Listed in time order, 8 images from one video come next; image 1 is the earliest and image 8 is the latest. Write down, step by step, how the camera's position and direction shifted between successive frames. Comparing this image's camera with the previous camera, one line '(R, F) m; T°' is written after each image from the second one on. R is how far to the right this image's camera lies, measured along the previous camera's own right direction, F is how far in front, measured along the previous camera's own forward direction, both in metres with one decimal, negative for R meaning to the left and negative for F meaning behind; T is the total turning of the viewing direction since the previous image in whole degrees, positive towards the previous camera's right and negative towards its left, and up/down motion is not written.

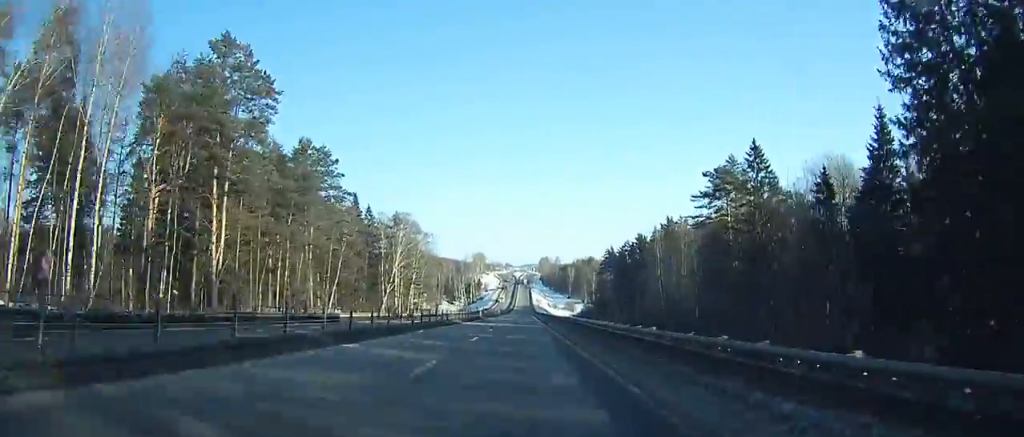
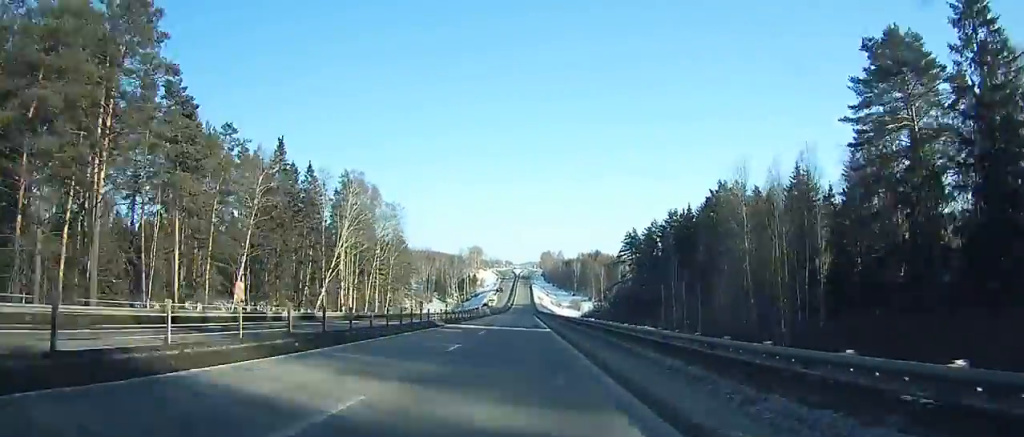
(0.0, +42.2) m; 0°
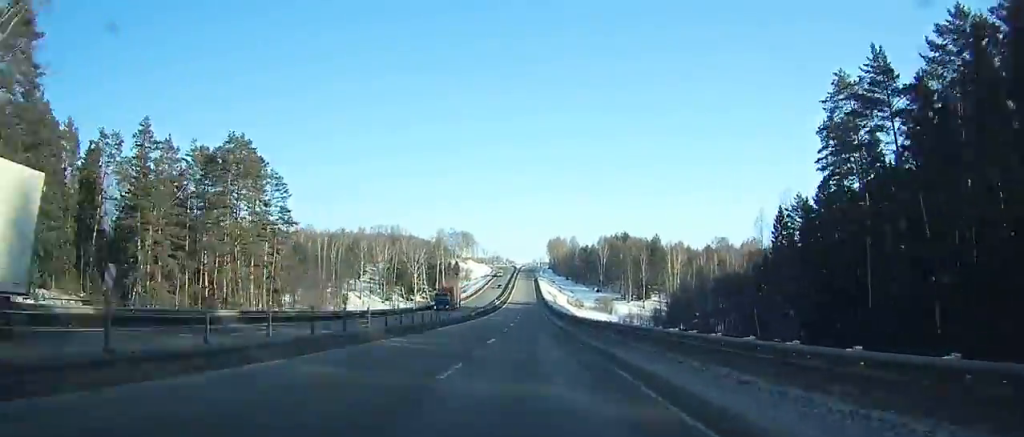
(+0.4, +114.6) m; +1°
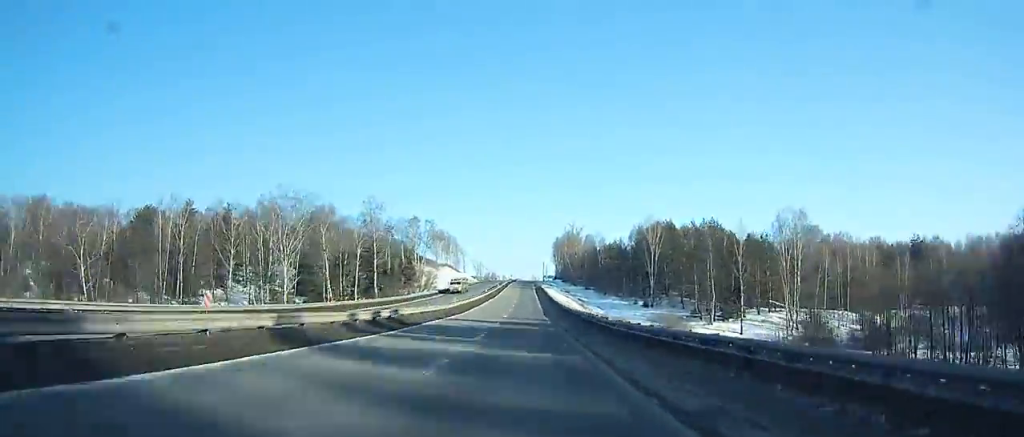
(+0.1, +105.2) m; 0°
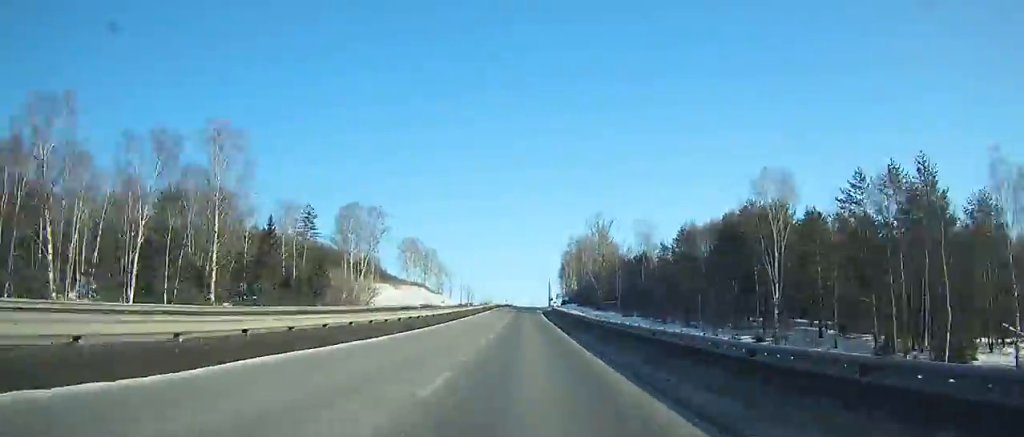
(0.0, +72.3) m; 0°
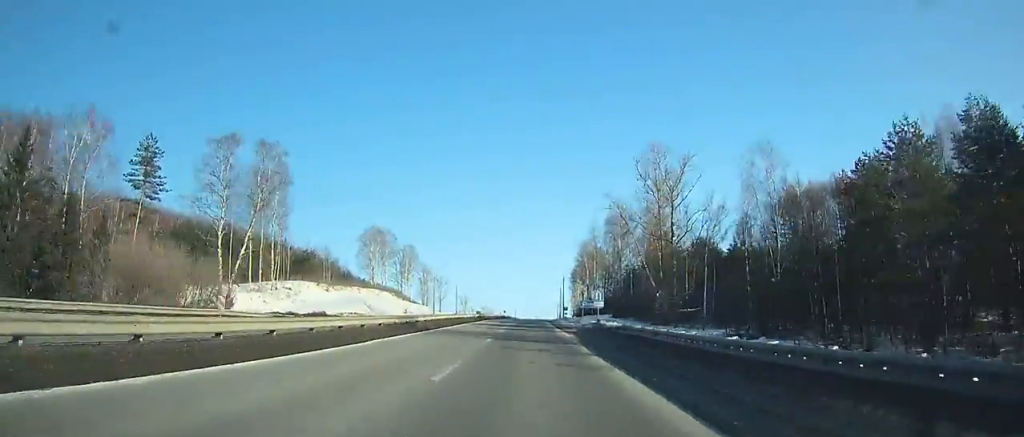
(0.0, +57.6) m; 0°
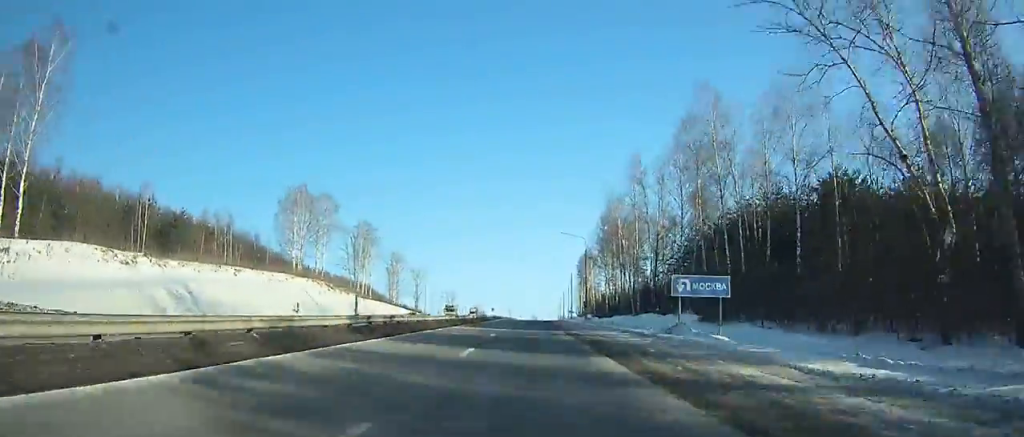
(+0.1, +54.8) m; 0°
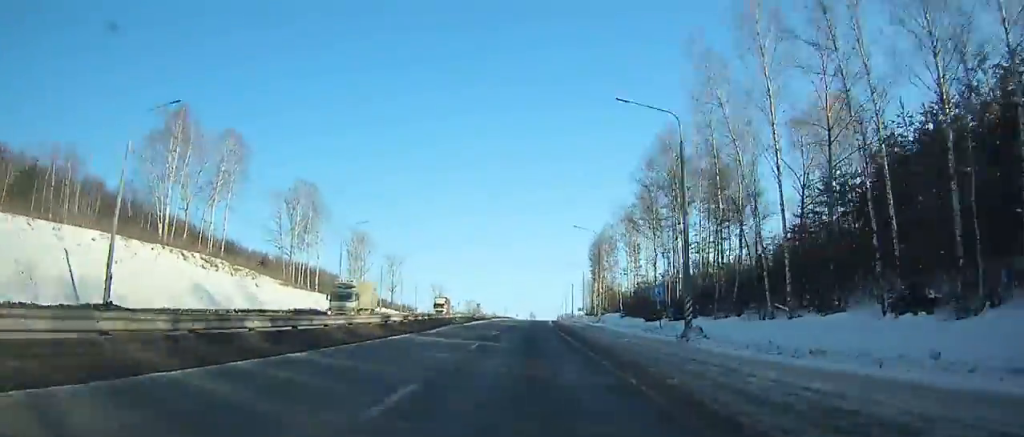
(0.0, +44.9) m; 0°
